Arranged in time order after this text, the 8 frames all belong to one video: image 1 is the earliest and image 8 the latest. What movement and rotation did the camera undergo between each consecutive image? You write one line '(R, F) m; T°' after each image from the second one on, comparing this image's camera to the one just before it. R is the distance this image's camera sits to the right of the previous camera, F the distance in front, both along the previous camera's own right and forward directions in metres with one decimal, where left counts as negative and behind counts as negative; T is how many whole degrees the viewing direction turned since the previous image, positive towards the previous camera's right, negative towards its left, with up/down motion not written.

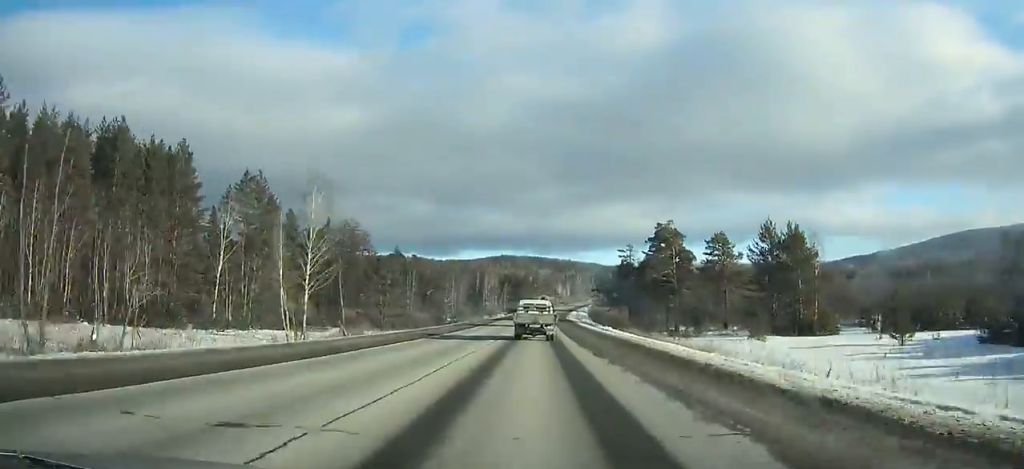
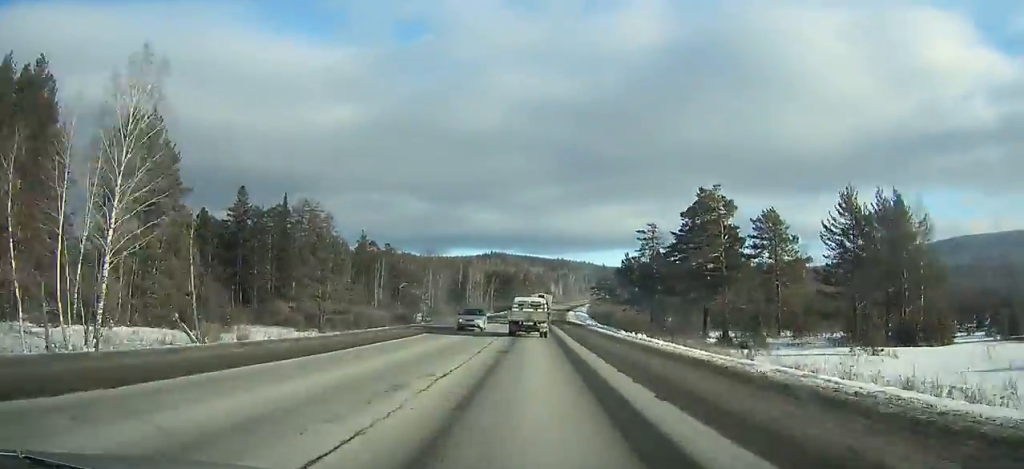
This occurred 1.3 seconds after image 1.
(+0.1, +26.3) m; +1°
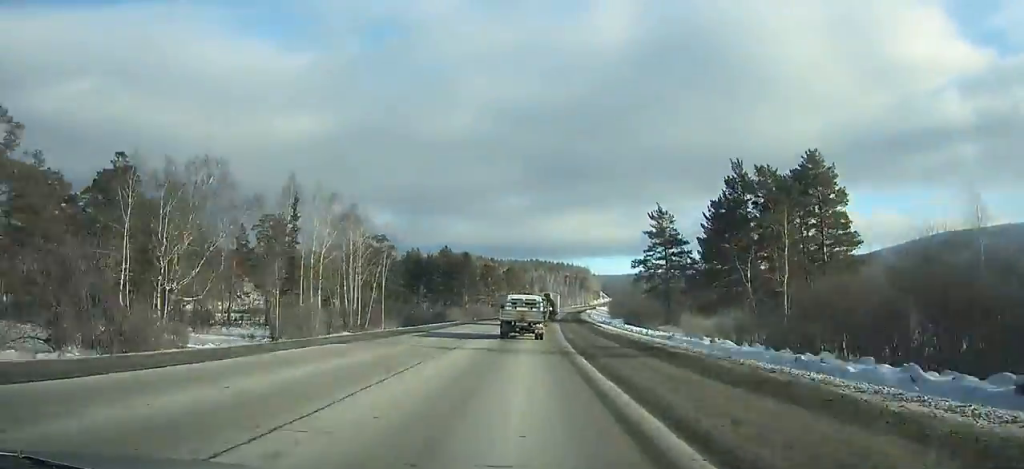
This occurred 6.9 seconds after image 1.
(+2.6, +114.9) m; +3°
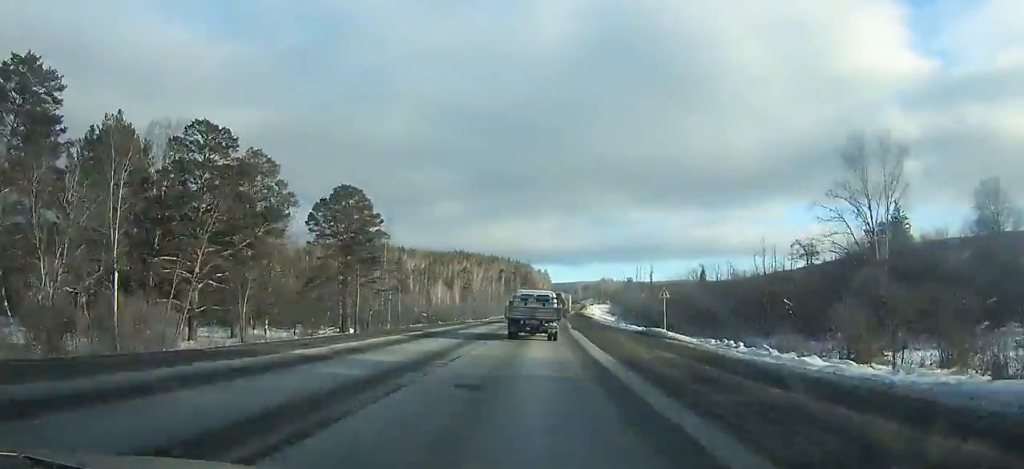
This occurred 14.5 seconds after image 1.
(+8.3, +151.4) m; +7°
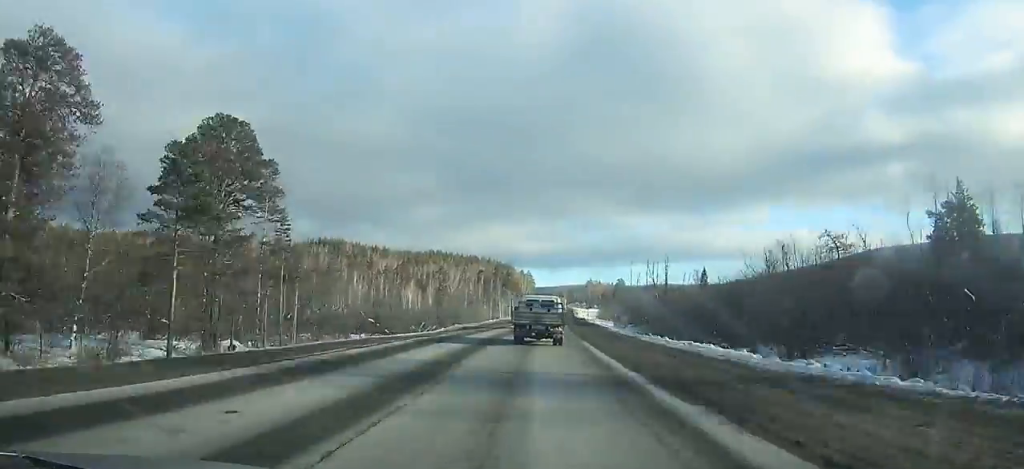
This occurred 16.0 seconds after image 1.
(+0.4, +29.1) m; +2°
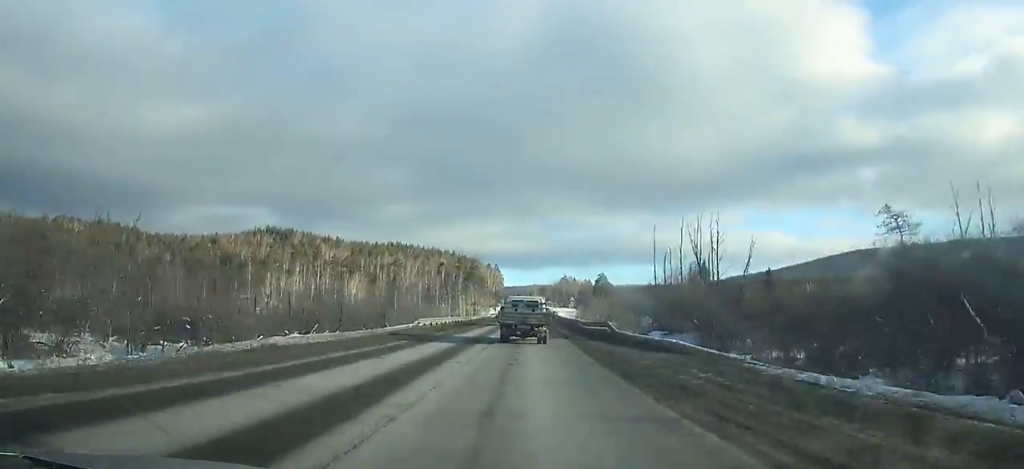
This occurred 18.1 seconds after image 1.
(+1.1, +40.6) m; +2°
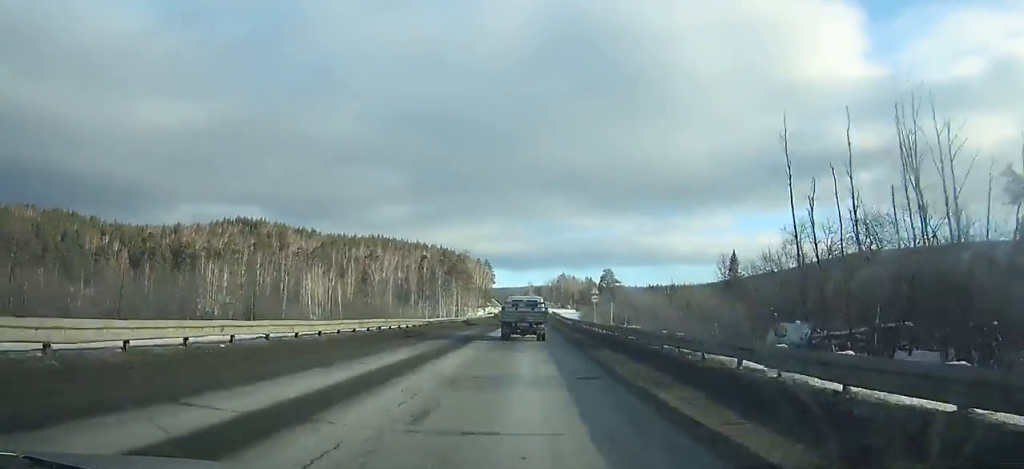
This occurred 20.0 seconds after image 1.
(+0.6, +36.8) m; +1°
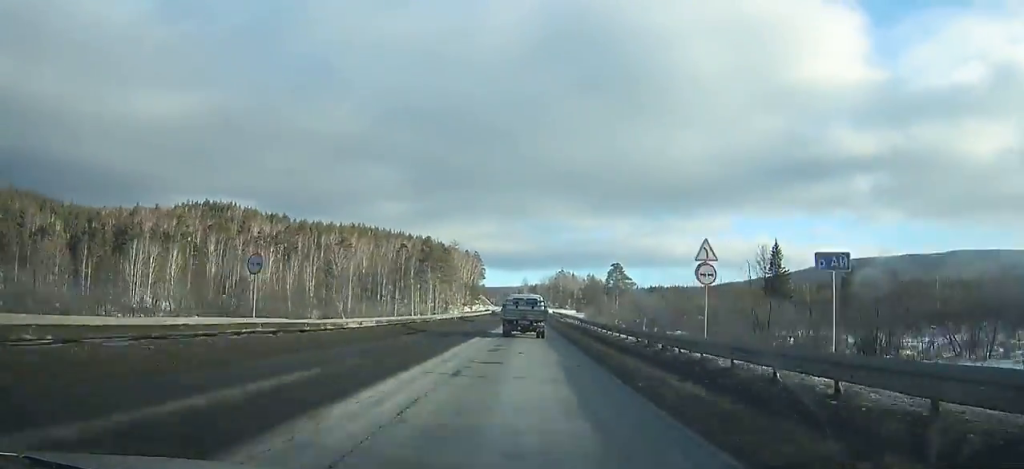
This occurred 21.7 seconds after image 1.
(+0.3, +33.0) m; 0°
